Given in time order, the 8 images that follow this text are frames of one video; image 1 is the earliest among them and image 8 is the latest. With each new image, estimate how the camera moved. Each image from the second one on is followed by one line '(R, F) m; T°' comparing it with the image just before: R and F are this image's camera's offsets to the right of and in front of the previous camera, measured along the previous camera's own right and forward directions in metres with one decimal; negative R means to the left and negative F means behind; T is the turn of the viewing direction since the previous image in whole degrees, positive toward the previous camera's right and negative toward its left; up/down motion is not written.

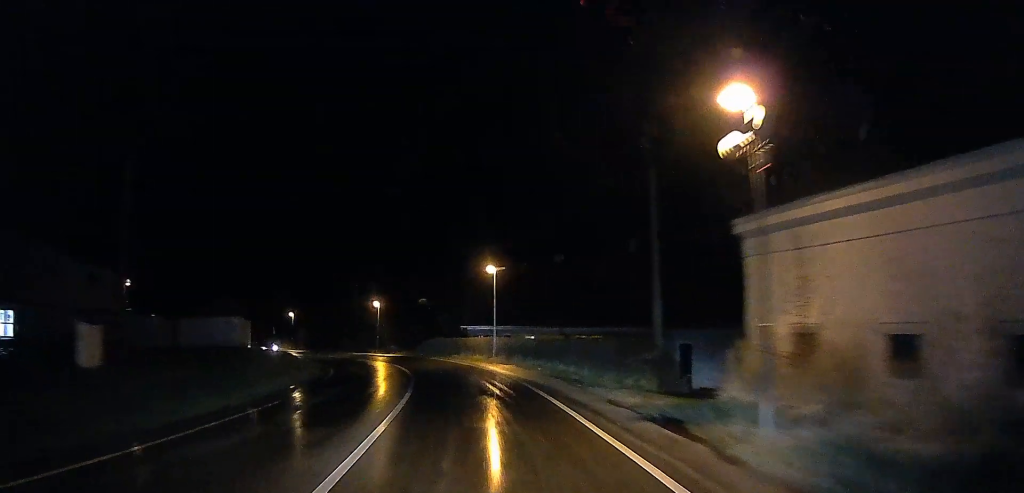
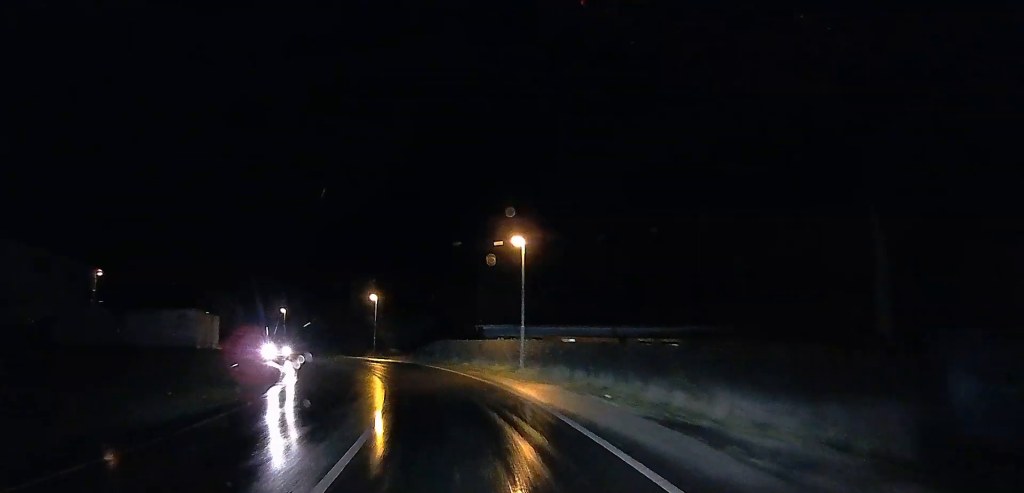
(0.0, +11.2) m; +1°
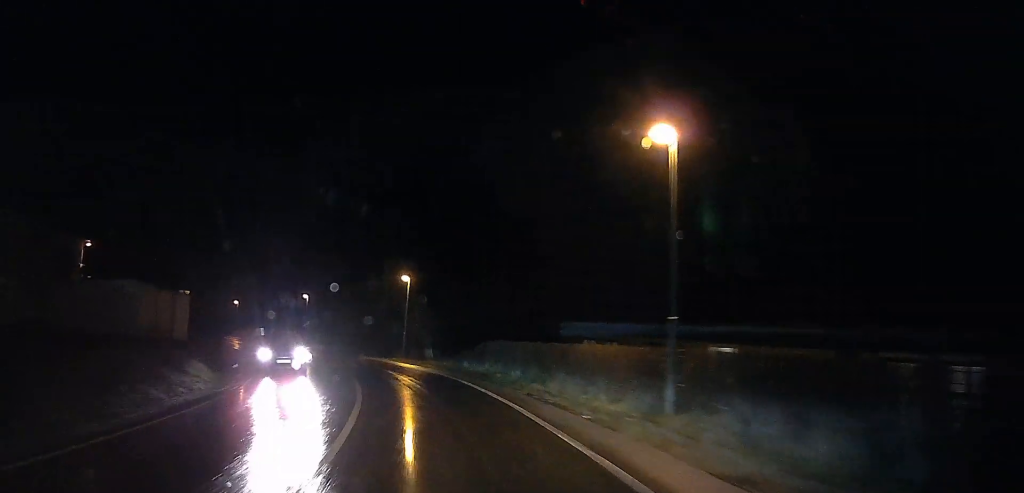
(+0.4, +14.0) m; -2°
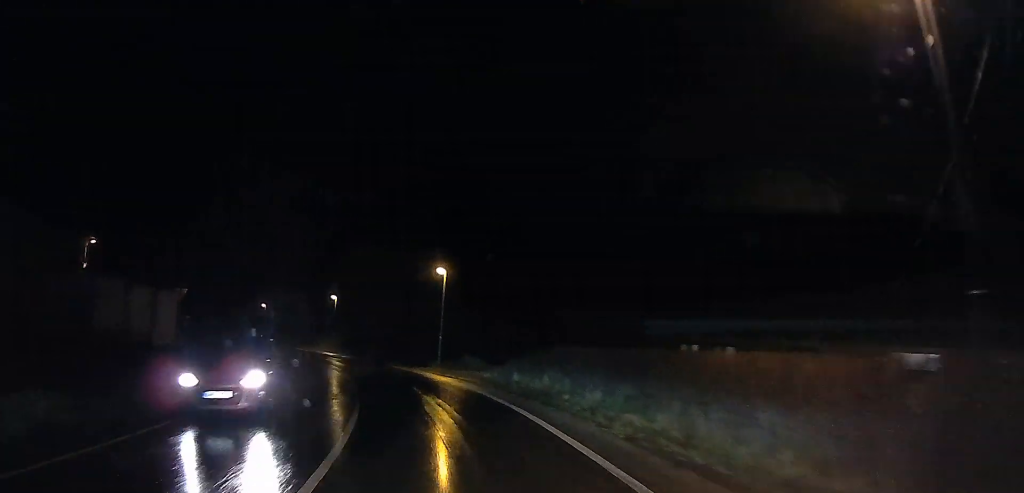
(-0.2, +6.6) m; -4°
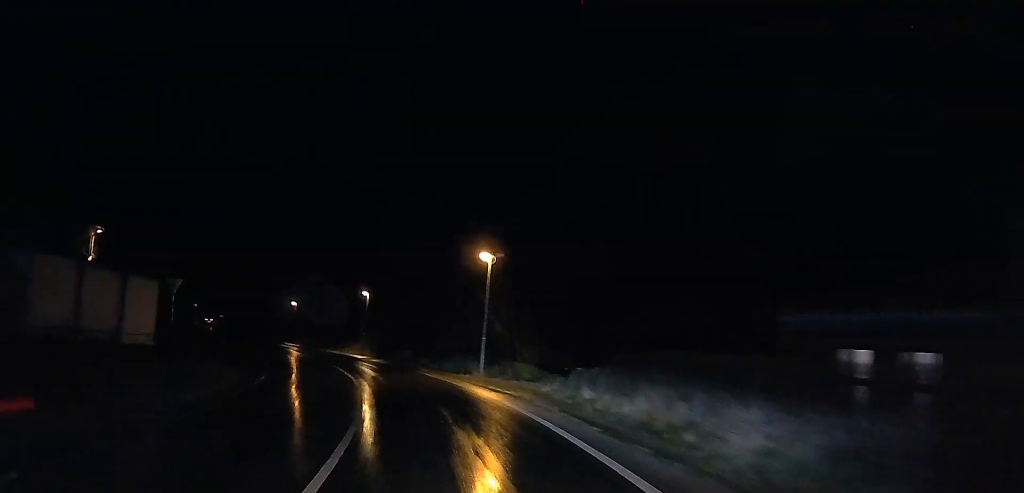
(0.0, +6.1) m; -5°
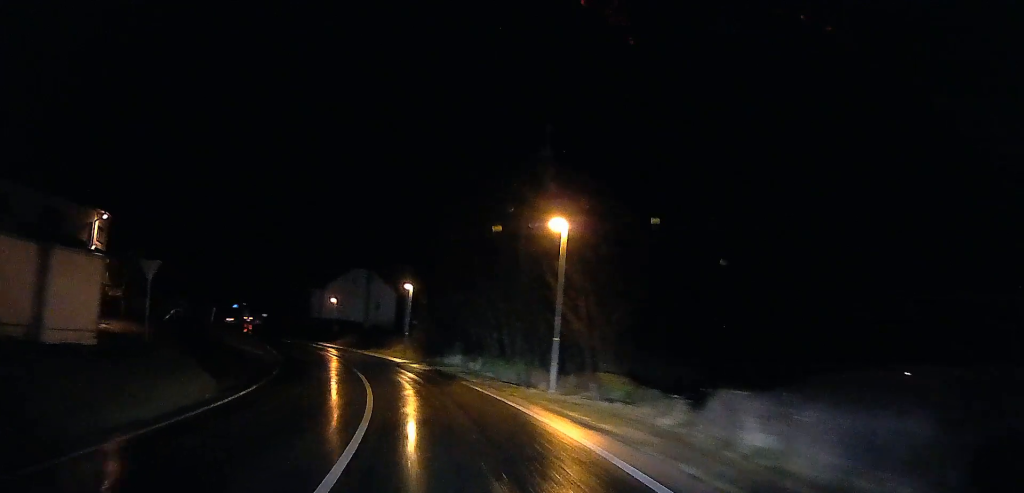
(-0.5, +7.2) m; -5°
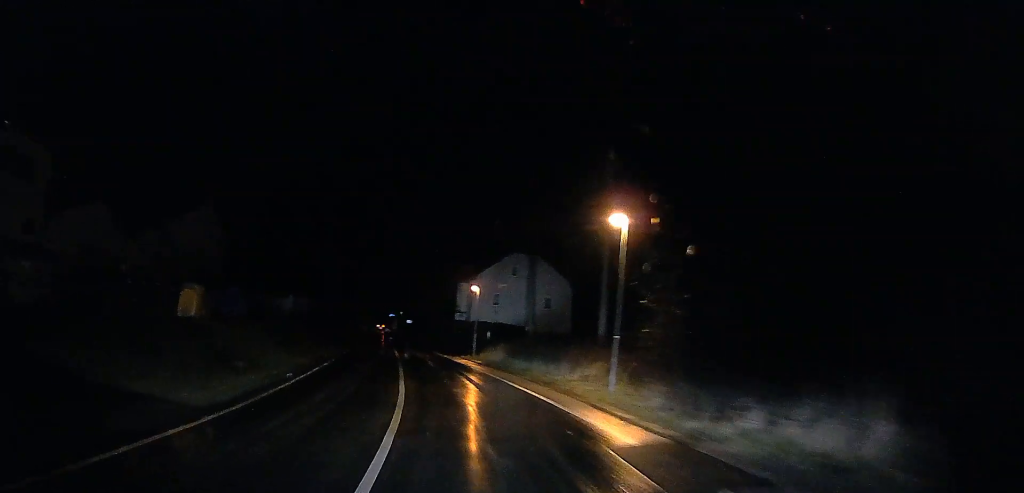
(-3.5, +26.2) m; -14°
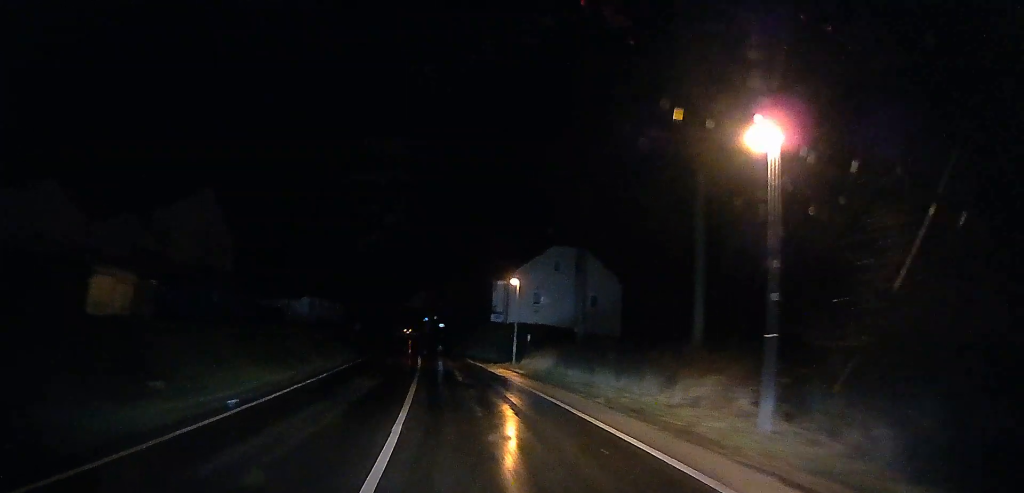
(-0.6, +7.7) m; -4°
